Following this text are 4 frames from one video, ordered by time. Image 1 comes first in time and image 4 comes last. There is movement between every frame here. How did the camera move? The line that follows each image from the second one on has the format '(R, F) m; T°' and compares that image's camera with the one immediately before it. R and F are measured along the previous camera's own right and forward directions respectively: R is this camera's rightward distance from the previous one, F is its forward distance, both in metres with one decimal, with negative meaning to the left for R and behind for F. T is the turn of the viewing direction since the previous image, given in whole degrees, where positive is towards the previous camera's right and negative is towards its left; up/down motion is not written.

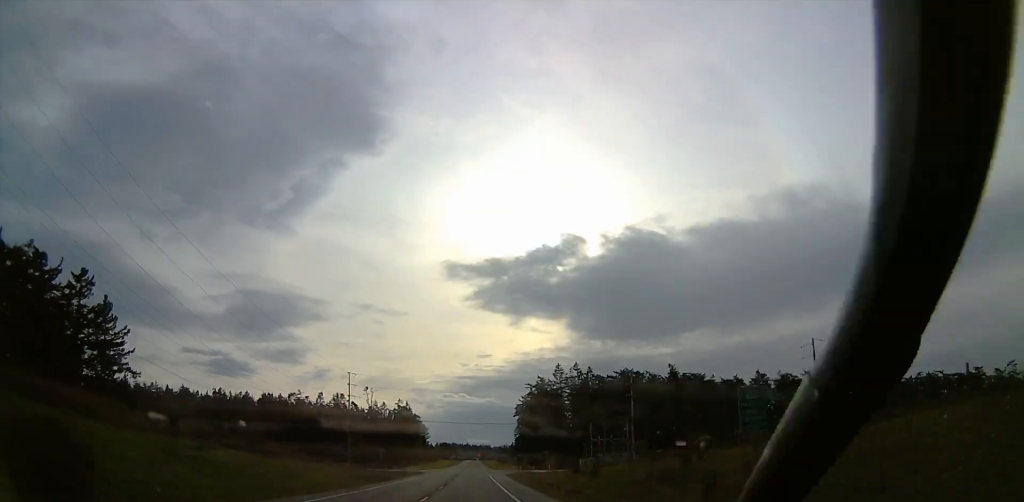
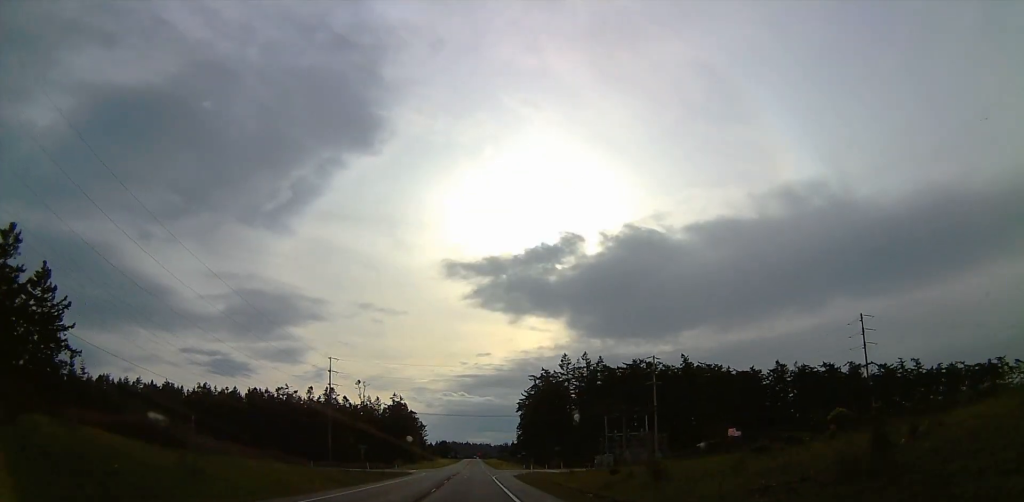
(0.0, +17.8) m; 0°
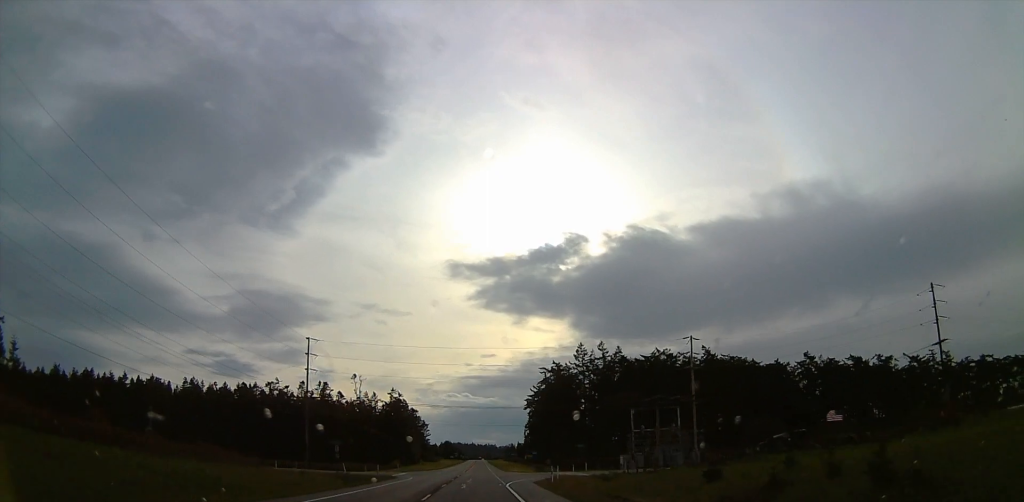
(0.0, +18.4) m; 0°
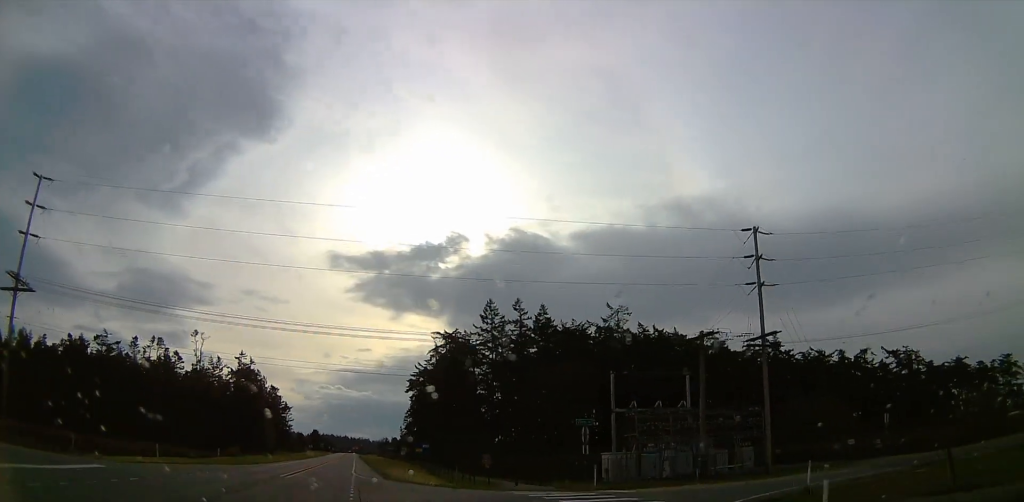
(+3.2, +49.6) m; +21°
